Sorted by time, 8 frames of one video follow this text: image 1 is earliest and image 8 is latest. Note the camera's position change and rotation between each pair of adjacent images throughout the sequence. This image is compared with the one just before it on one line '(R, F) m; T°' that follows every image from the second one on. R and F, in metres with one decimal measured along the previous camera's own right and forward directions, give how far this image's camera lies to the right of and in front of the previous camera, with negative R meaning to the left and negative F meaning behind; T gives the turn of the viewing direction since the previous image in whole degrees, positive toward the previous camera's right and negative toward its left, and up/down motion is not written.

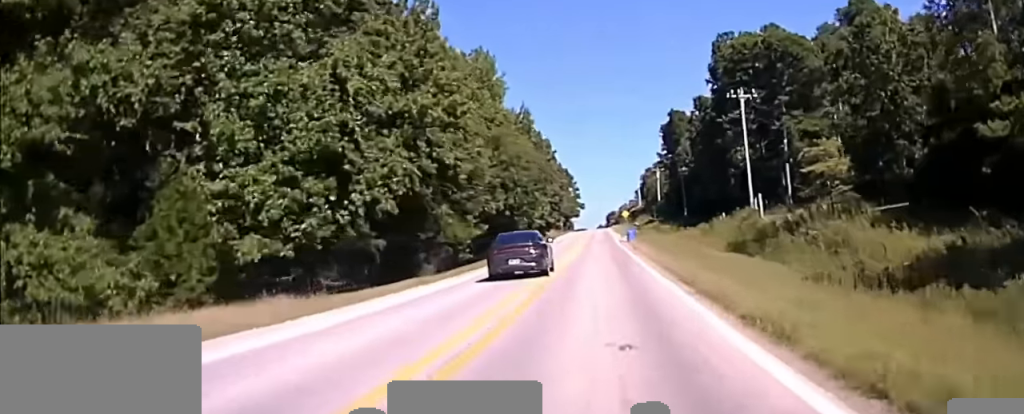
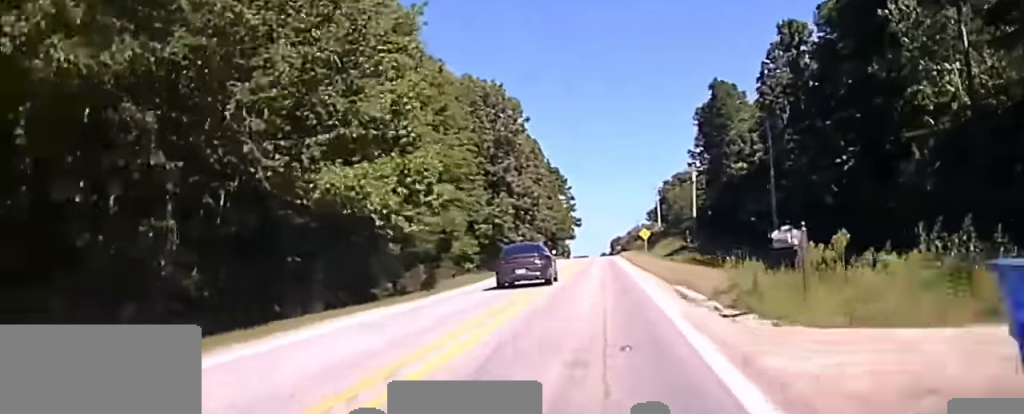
(+1.9, +53.8) m; +2°
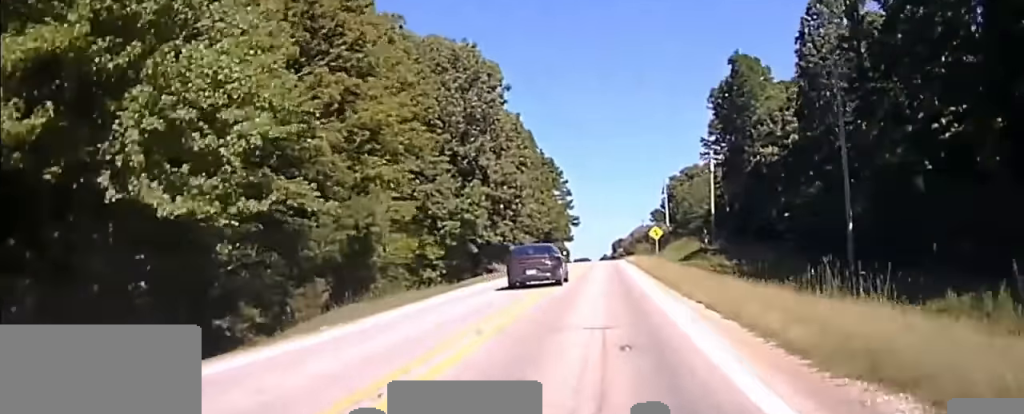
(-0.1, +15.6) m; 0°
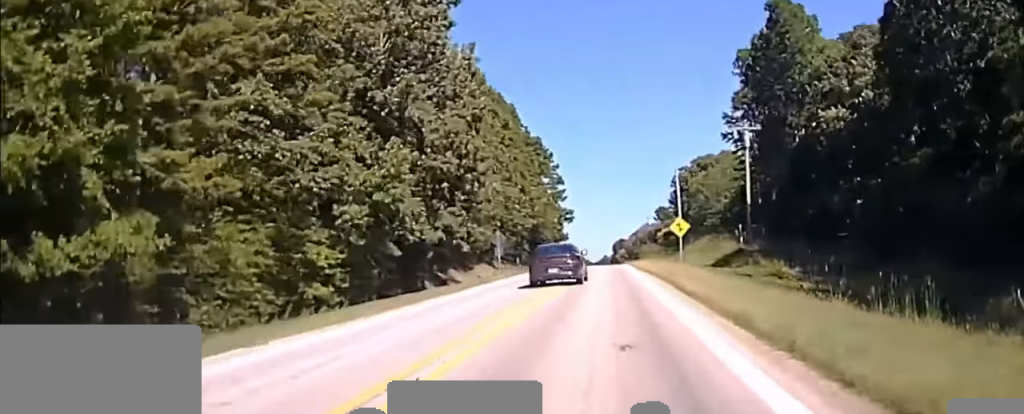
(-0.1, +21.0) m; 0°
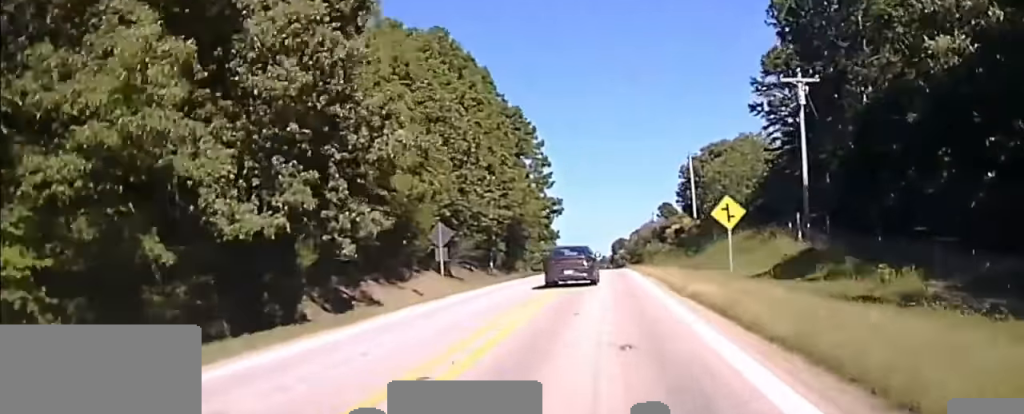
(0.0, +19.1) m; 0°
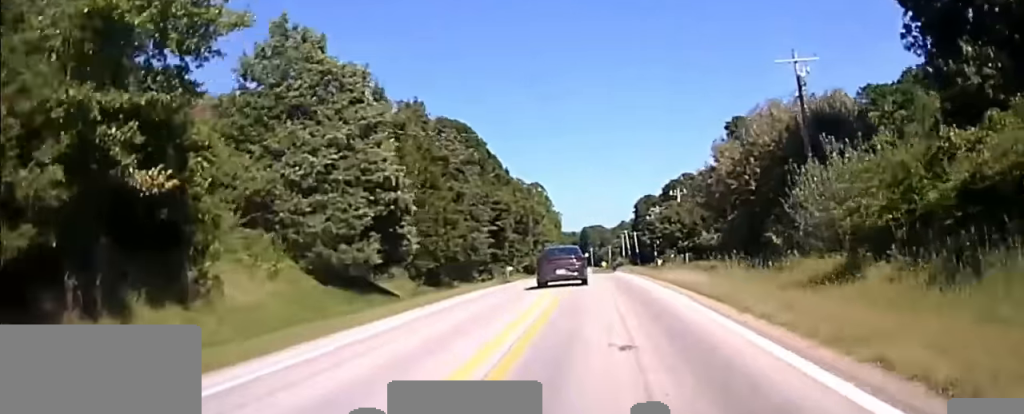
(-0.3, +122.5) m; -1°
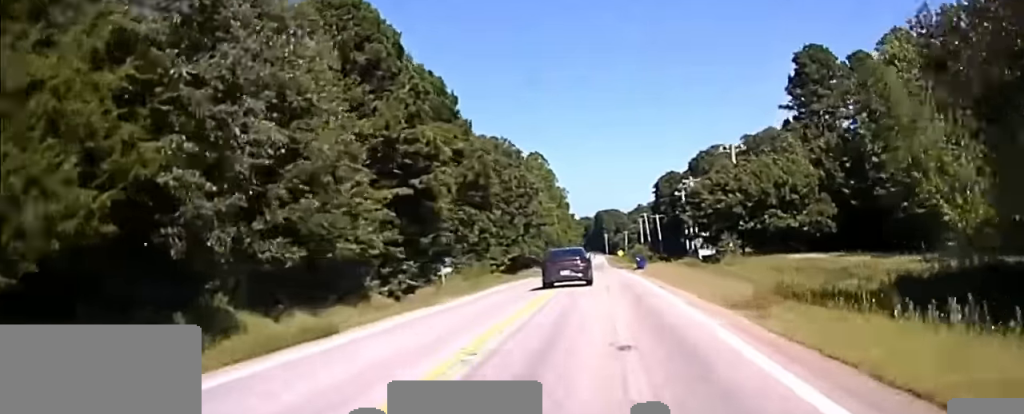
(-0.6, +42.5) m; -1°
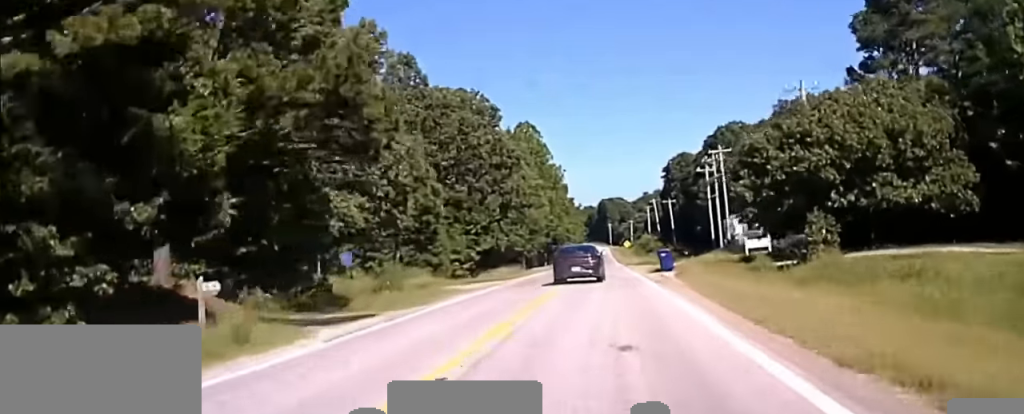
(-0.1, +28.9) m; 0°
